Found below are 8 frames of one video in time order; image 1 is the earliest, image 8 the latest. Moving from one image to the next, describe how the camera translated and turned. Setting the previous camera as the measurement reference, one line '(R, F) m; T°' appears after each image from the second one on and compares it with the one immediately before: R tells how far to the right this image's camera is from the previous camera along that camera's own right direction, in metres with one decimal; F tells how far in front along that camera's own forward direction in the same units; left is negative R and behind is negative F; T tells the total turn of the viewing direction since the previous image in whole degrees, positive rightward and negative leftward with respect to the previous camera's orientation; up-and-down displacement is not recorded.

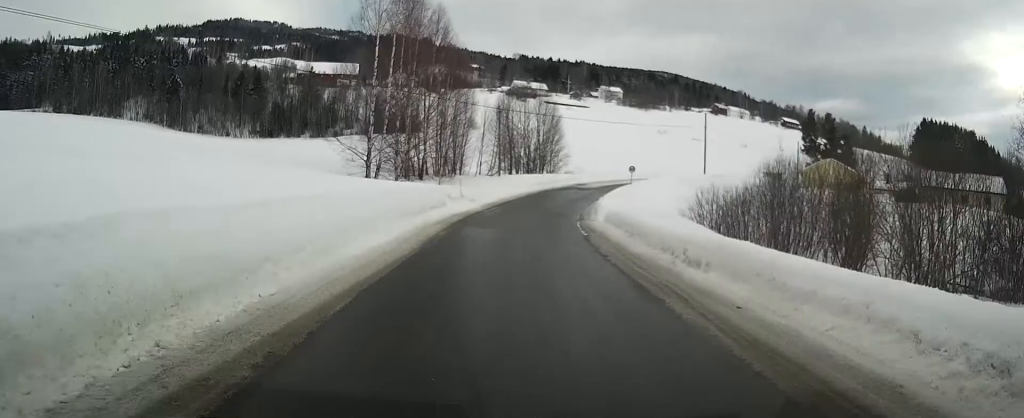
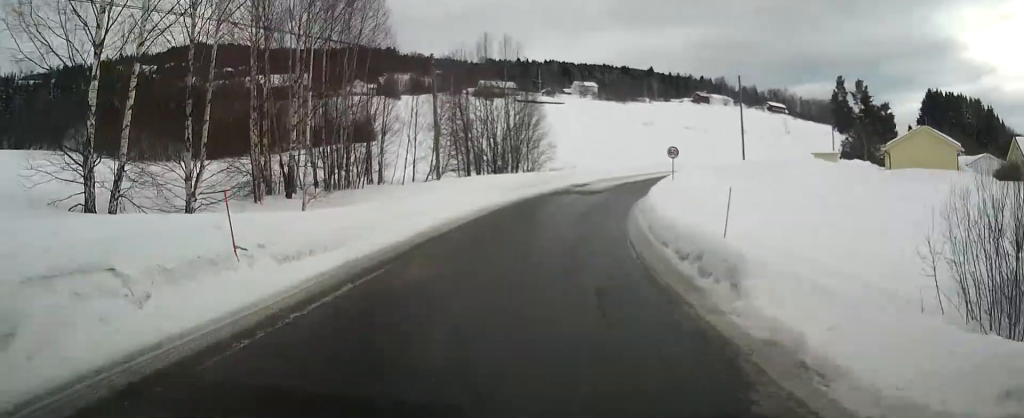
(-0.5, +22.9) m; -1°
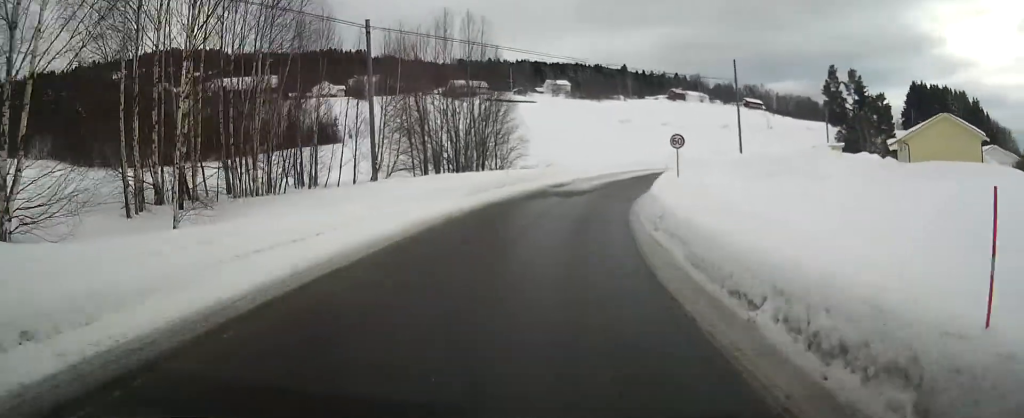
(0.0, +6.6) m; +1°
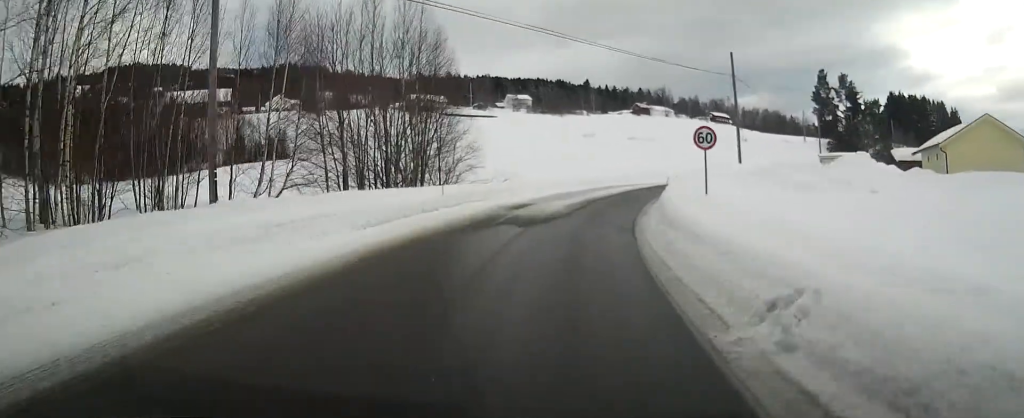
(+0.1, +8.9) m; +3°
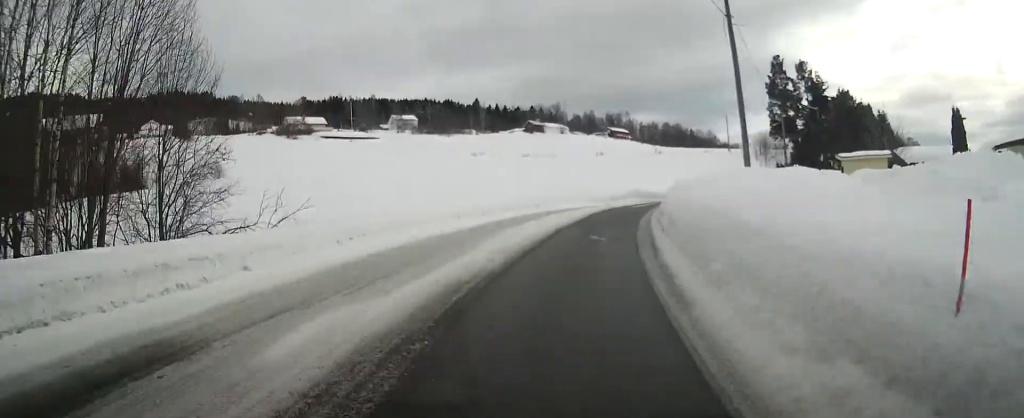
(+1.3, +19.5) m; +7°
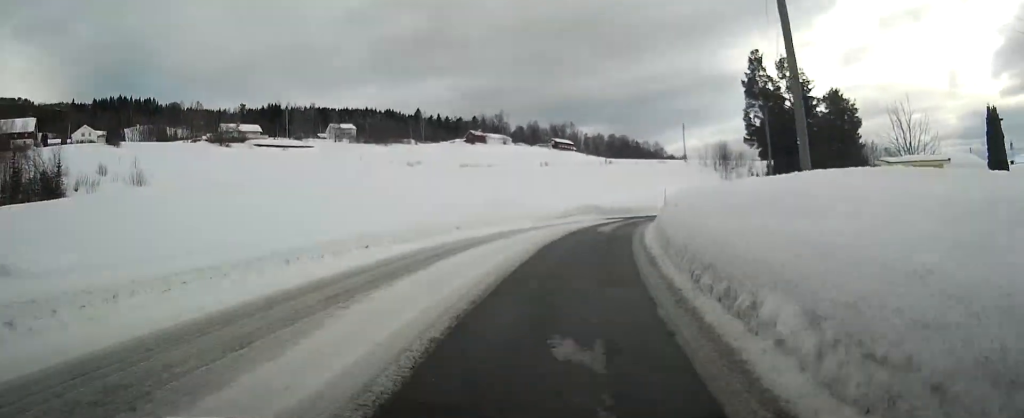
(+0.3, +10.0) m; +4°
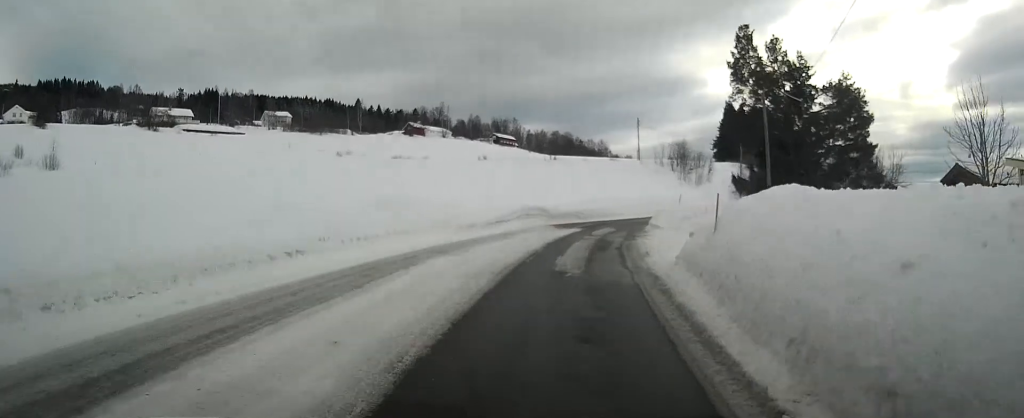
(+0.3, +11.4) m; +5°
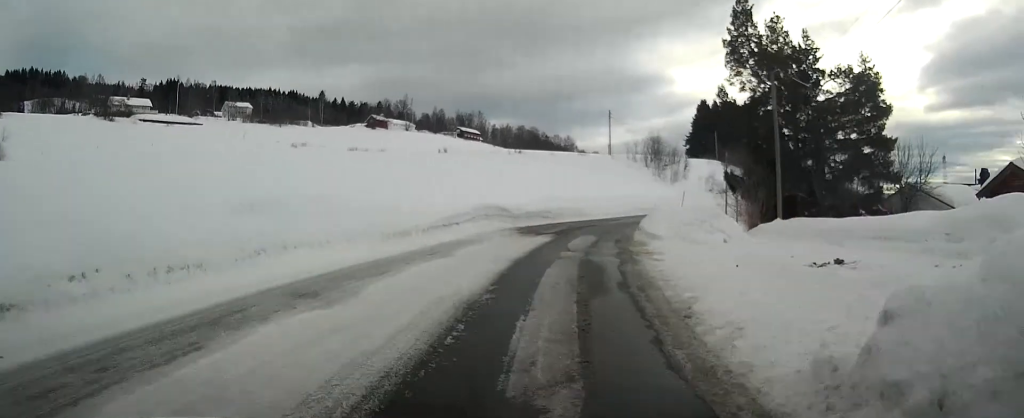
(+0.4, +7.2) m; +4°
